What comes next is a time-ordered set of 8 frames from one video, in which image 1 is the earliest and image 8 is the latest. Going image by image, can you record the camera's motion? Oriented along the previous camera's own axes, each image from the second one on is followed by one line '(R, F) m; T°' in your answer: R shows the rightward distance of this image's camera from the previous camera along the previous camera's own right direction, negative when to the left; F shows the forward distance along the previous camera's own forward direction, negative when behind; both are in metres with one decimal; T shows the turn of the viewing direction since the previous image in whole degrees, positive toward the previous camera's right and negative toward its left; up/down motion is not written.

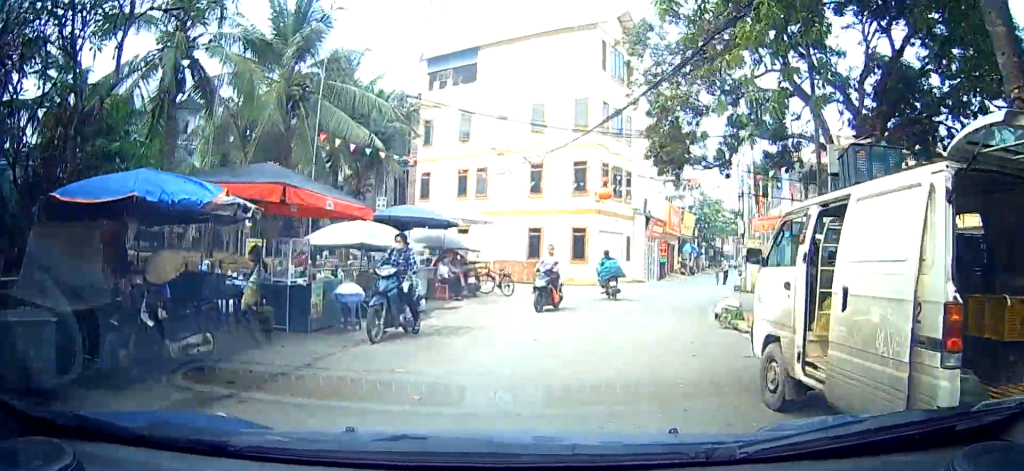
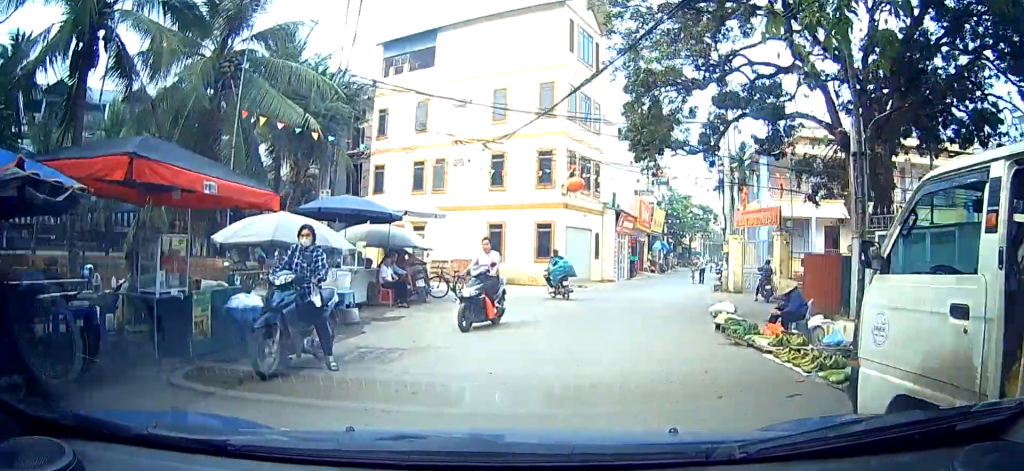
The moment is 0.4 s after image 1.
(0.0, +2.7) m; 0°
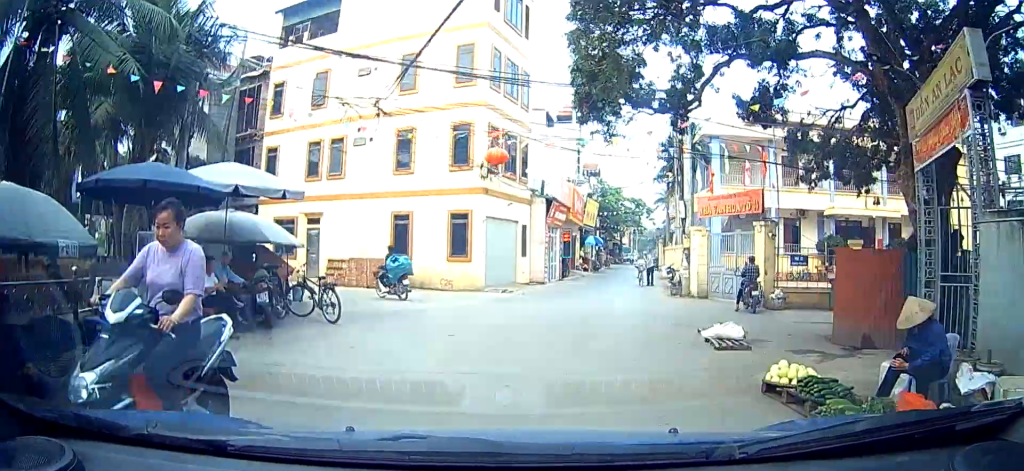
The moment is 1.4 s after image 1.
(0.0, +6.1) m; 0°
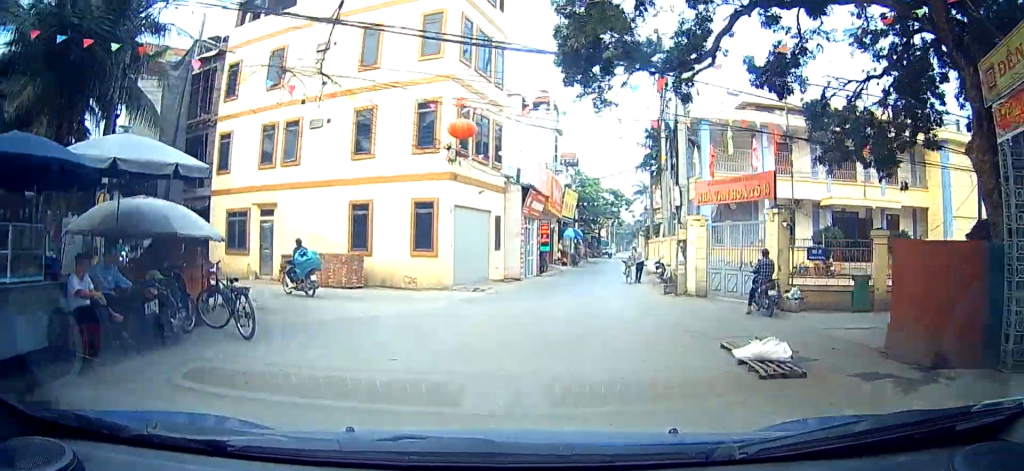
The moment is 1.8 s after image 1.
(0.0, +2.9) m; +1°
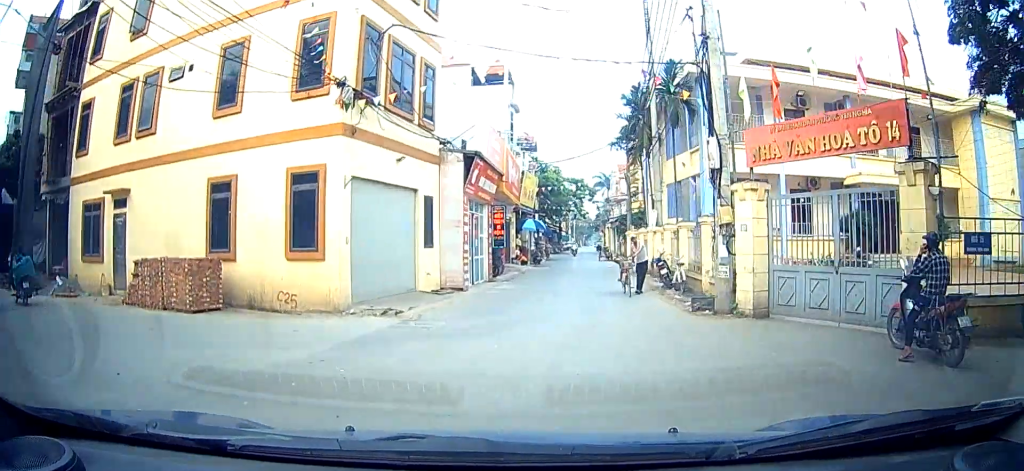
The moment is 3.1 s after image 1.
(+0.3, +8.2) m; +6°
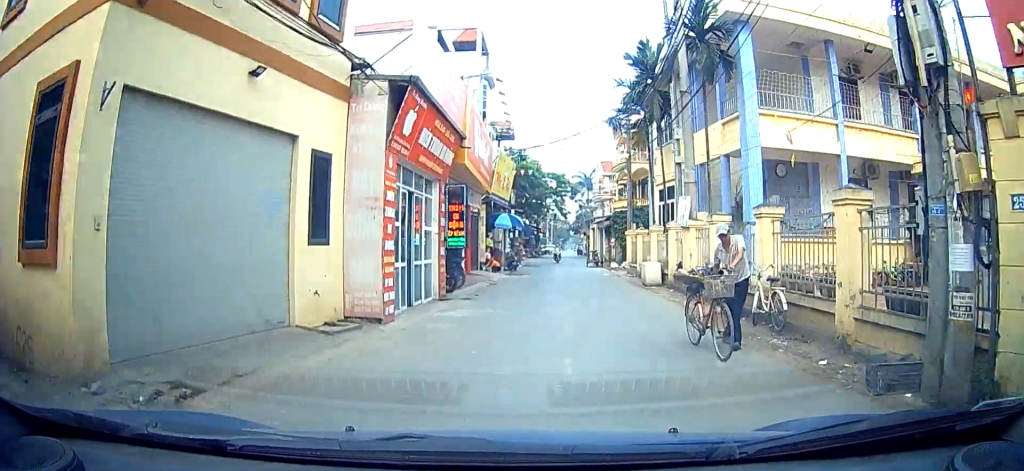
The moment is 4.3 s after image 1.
(+0.3, +6.7) m; +10°
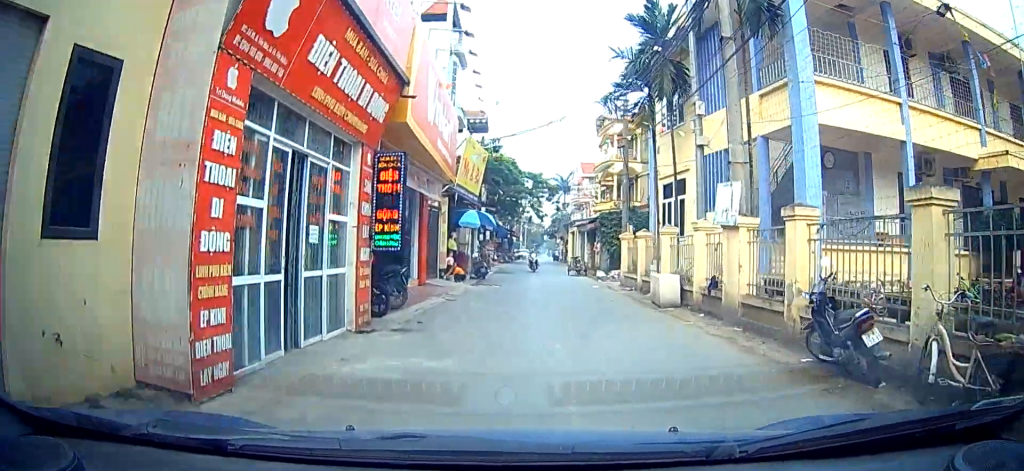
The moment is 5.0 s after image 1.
(+0.5, +3.8) m; +7°
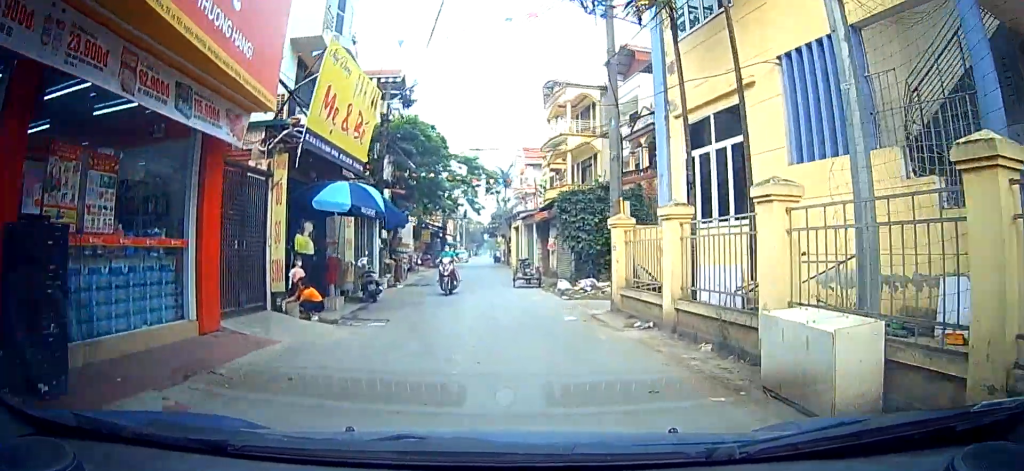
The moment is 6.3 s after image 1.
(+0.4, +6.8) m; +4°
